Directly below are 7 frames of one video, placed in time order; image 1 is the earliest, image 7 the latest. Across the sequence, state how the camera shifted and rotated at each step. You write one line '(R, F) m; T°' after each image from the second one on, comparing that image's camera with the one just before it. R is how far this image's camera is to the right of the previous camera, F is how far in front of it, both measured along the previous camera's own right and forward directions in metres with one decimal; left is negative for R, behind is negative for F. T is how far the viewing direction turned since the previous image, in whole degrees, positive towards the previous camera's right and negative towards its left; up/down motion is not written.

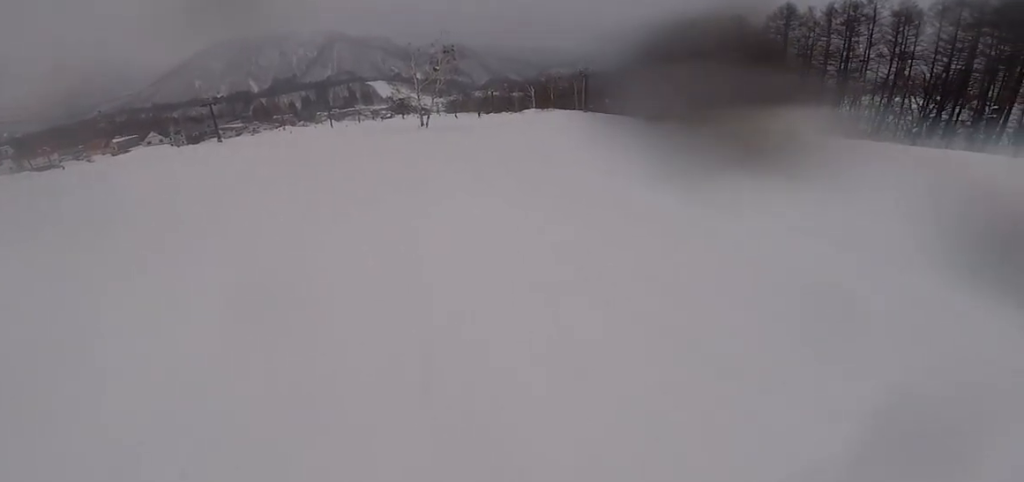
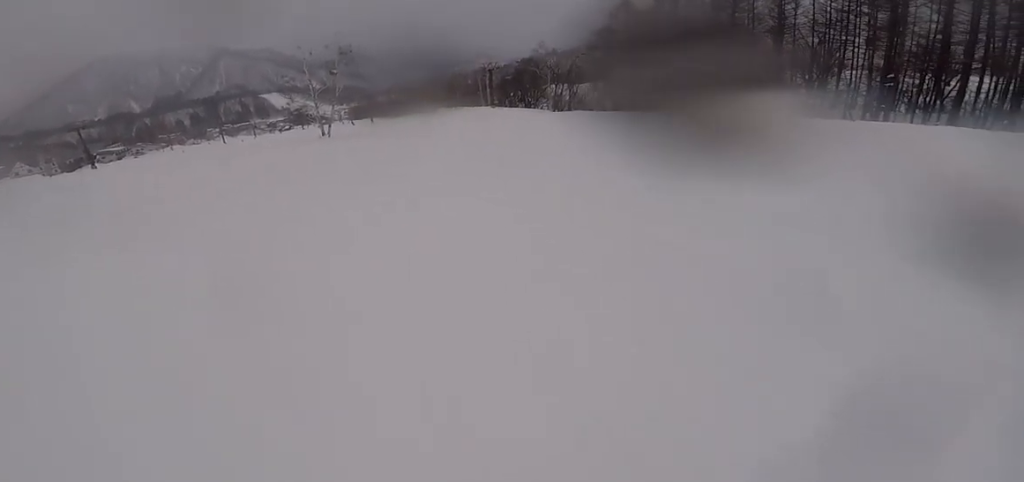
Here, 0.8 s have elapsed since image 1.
(0.0, +5.0) m; +12°
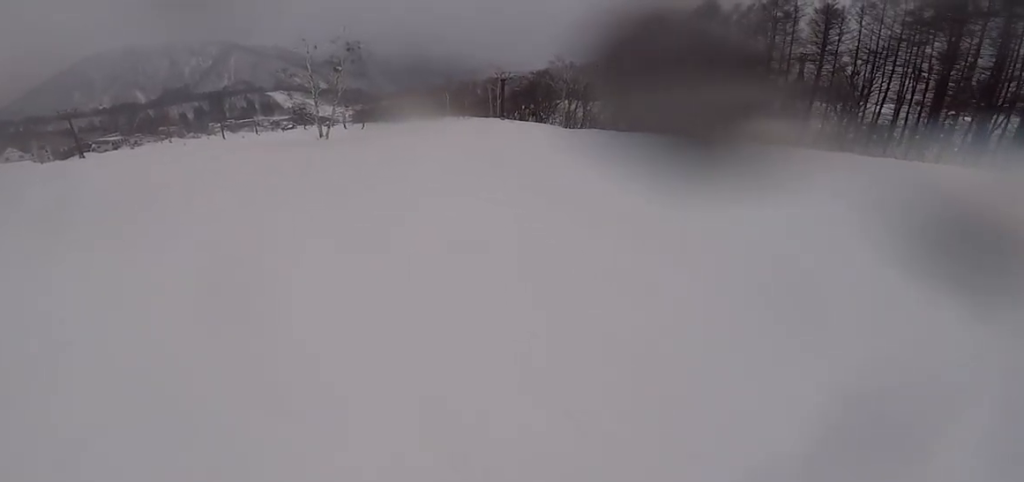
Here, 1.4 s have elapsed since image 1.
(+1.0, +4.2) m; +4°
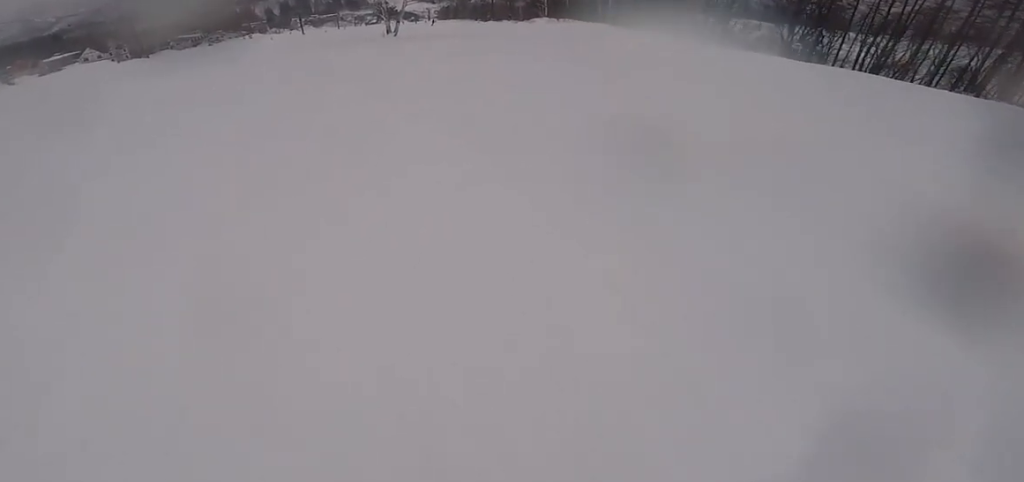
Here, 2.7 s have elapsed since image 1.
(-0.6, +9.2) m; -21°
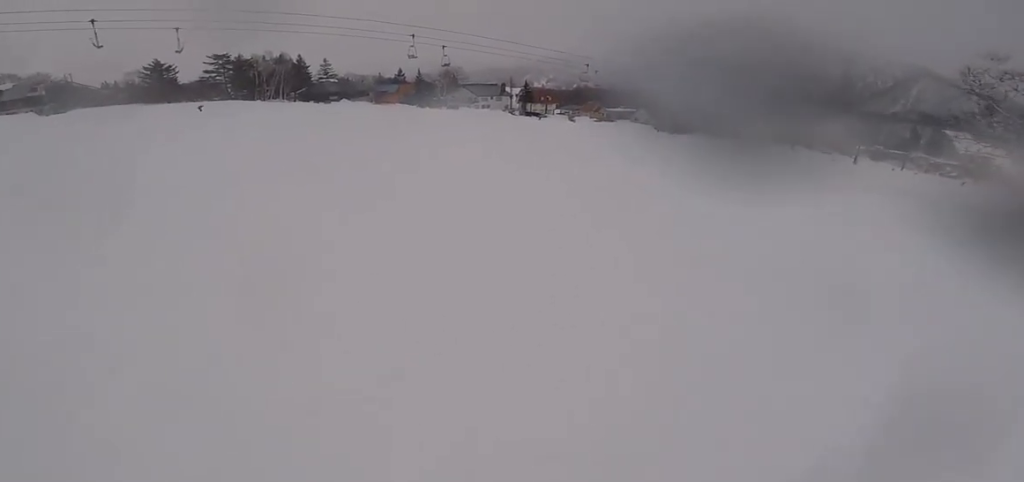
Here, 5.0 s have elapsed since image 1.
(-4.4, +16.0) m; -22°
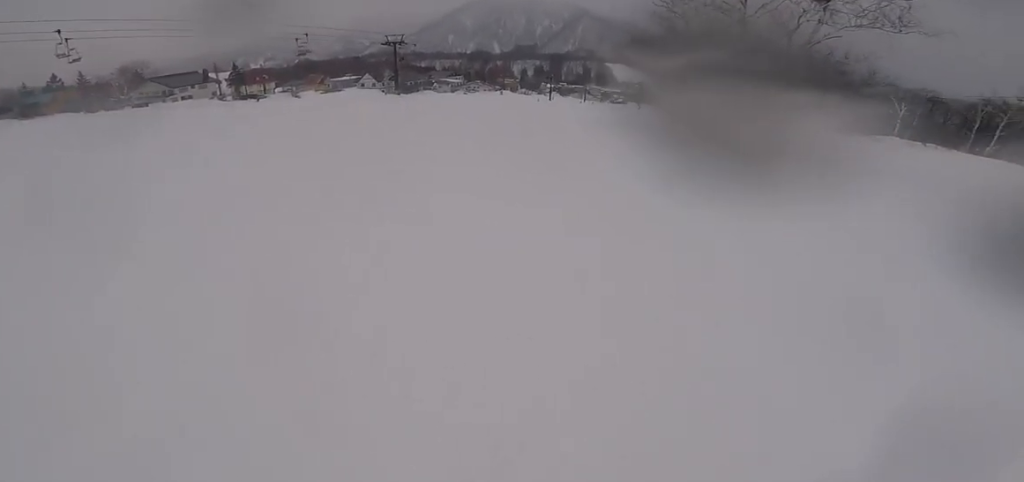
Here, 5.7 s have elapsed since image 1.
(-0.9, +5.1) m; +2°
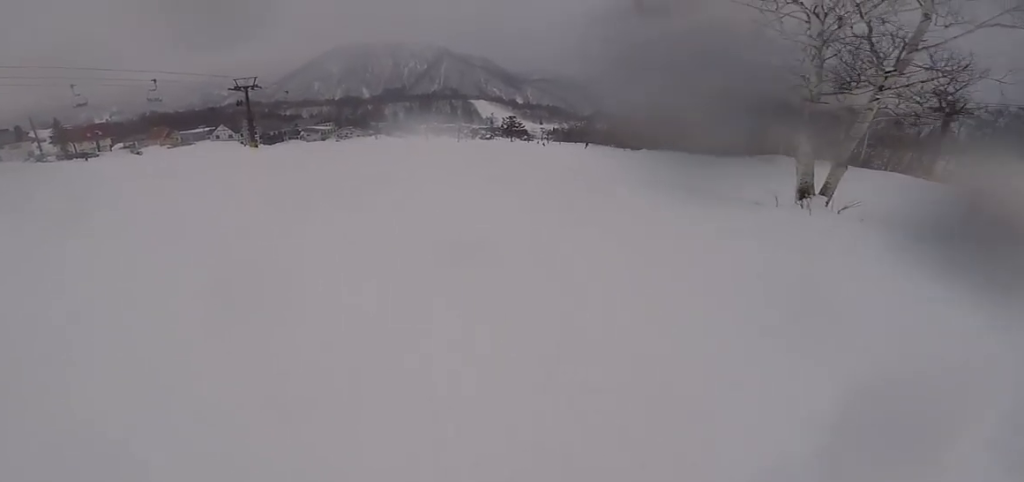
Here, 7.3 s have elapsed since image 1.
(+2.1, +11.3) m; +10°
